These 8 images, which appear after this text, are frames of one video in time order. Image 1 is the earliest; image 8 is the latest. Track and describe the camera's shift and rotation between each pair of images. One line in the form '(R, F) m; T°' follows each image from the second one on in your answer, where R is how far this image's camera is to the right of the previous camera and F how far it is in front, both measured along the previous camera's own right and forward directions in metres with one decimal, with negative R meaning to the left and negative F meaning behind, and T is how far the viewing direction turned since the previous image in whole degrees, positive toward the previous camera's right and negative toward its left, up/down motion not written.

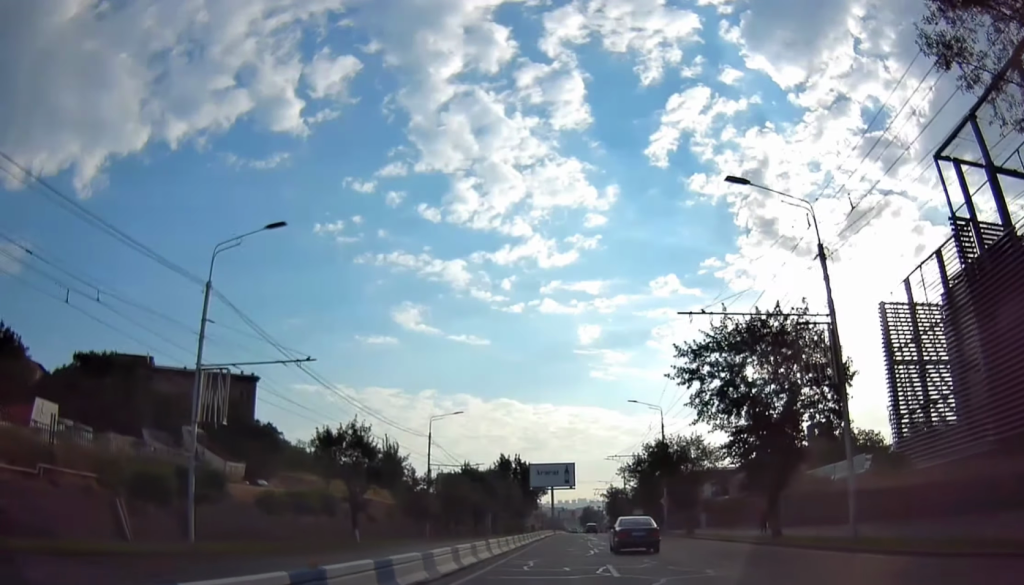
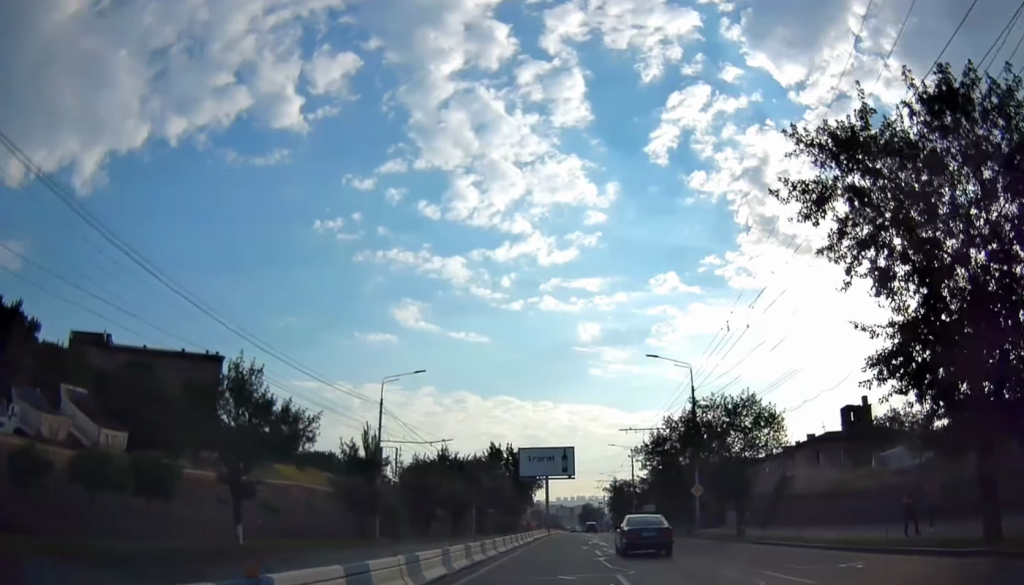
(-0.1, +16.6) m; +1°
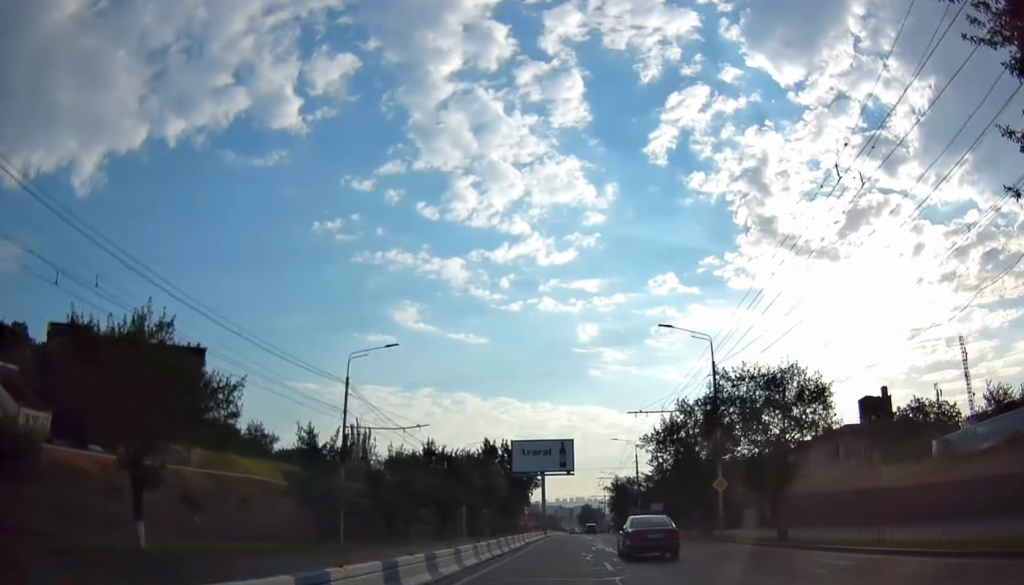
(+0.1, +7.5) m; +1°
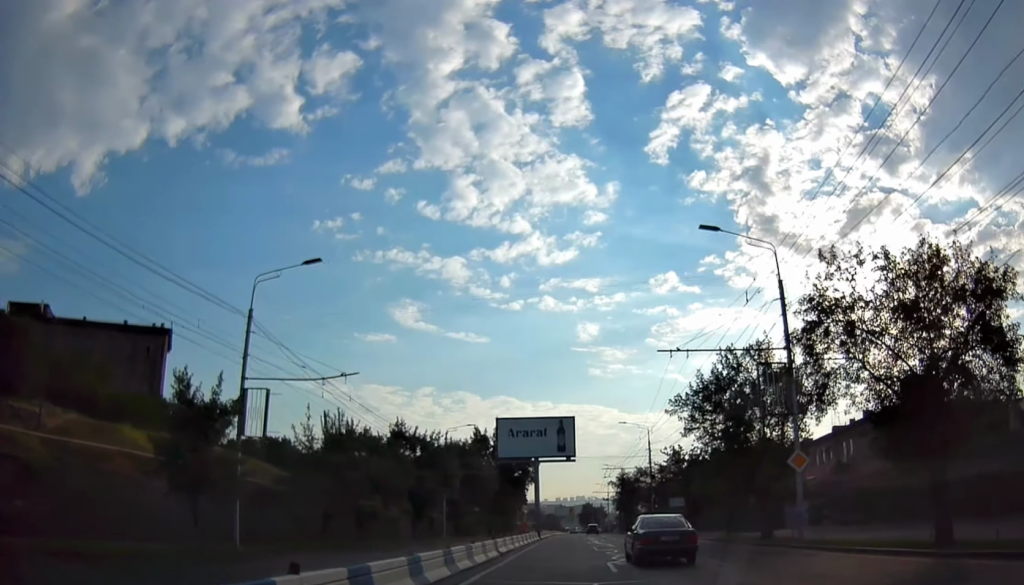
(+0.2, +13.5) m; 0°
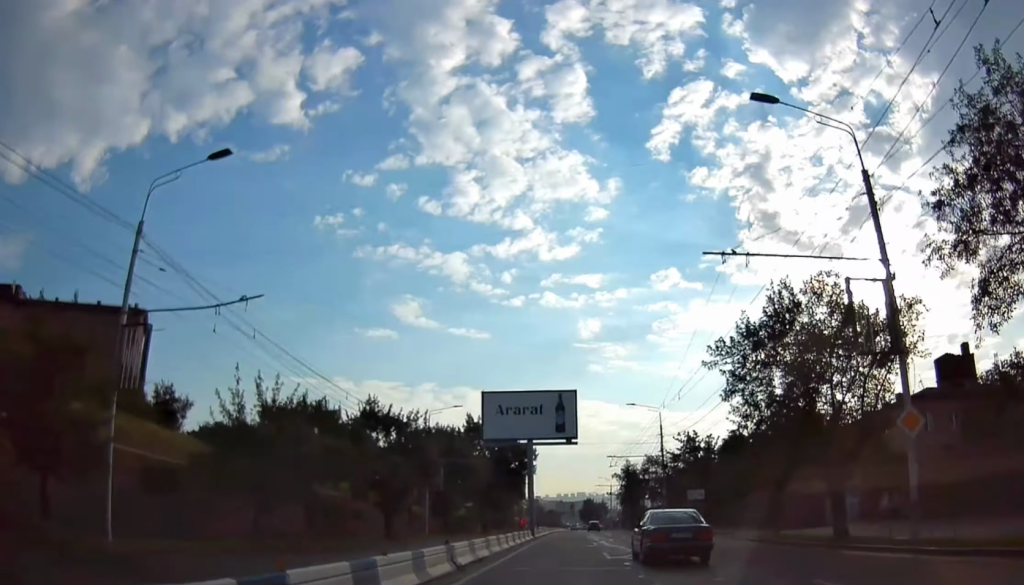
(0.0, +9.0) m; -1°
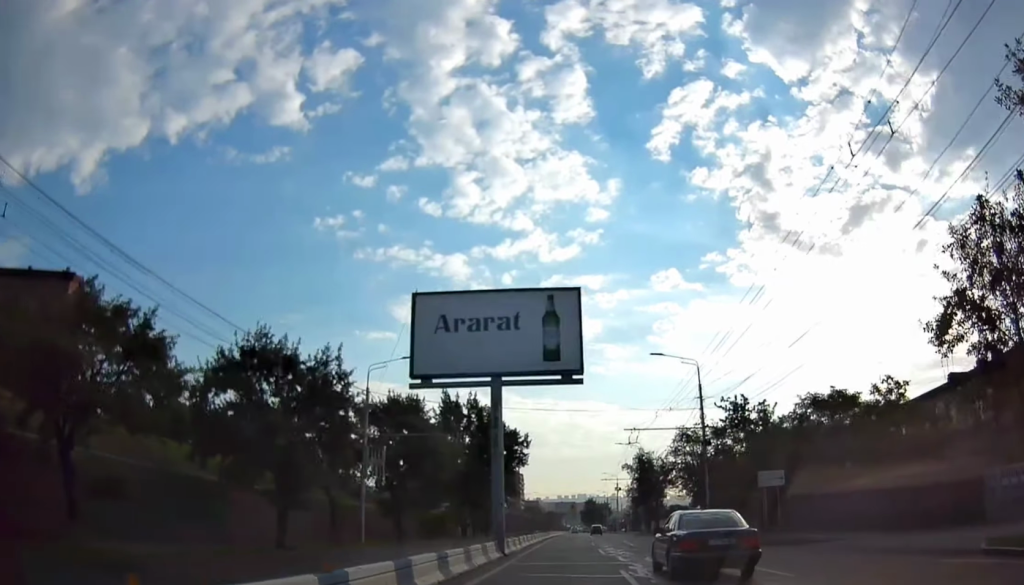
(-0.4, +19.8) m; -1°
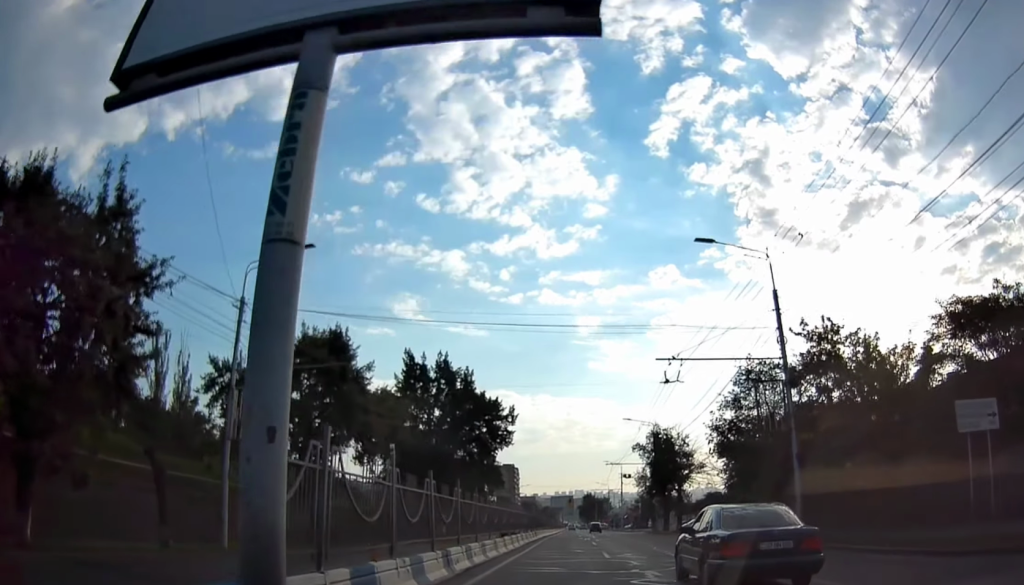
(+0.1, +18.2) m; +1°
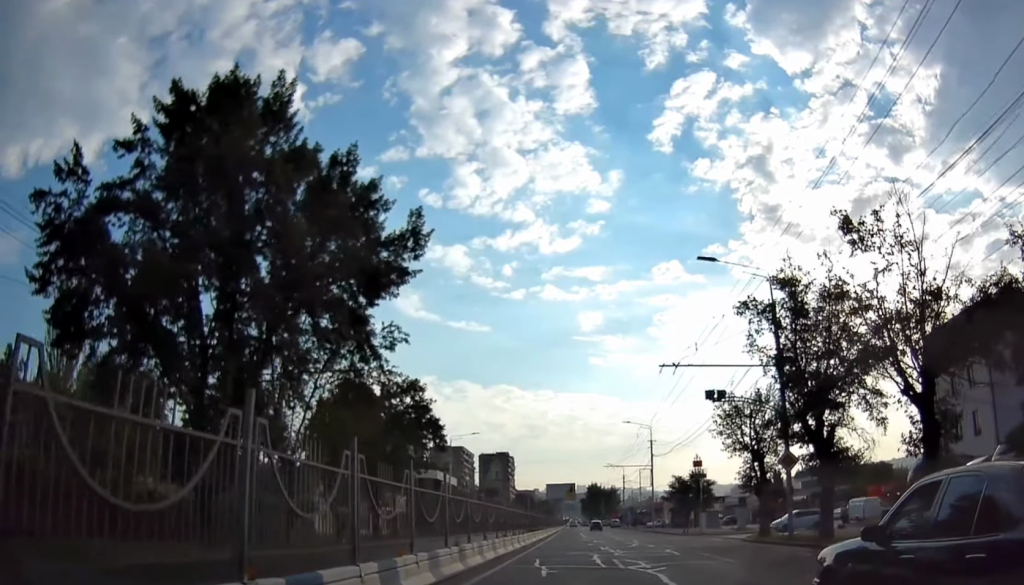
(-0.2, +44.0) m; -1°
